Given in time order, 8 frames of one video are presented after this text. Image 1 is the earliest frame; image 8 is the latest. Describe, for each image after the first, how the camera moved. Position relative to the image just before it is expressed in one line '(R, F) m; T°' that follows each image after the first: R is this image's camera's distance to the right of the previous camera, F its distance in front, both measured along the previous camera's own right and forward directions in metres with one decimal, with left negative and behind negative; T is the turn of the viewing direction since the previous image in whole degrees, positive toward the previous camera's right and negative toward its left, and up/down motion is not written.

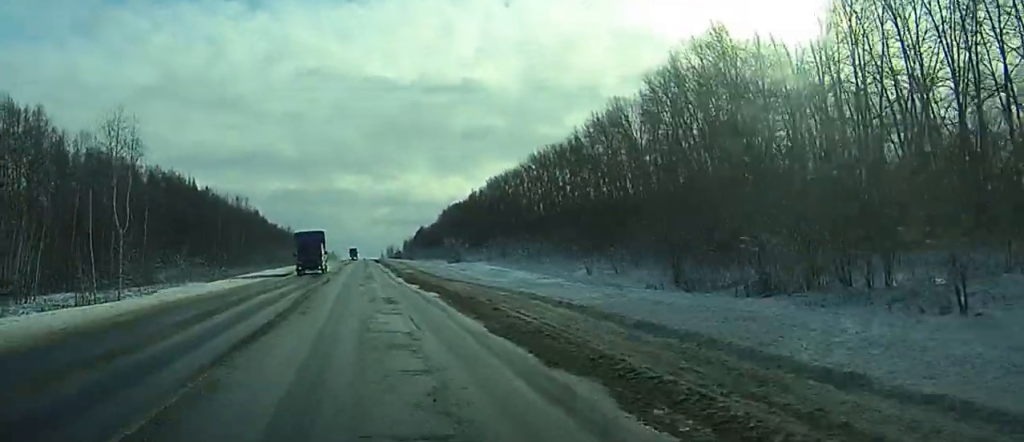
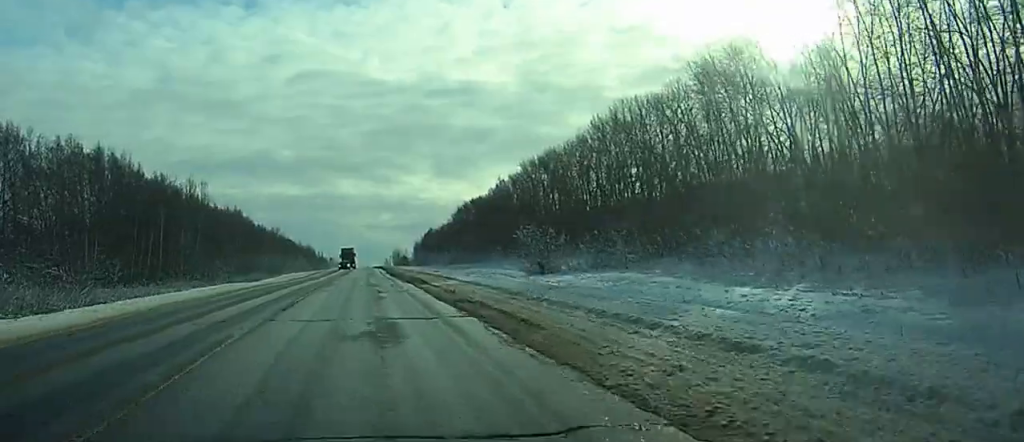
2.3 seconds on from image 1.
(0.0, +65.7) m; +1°
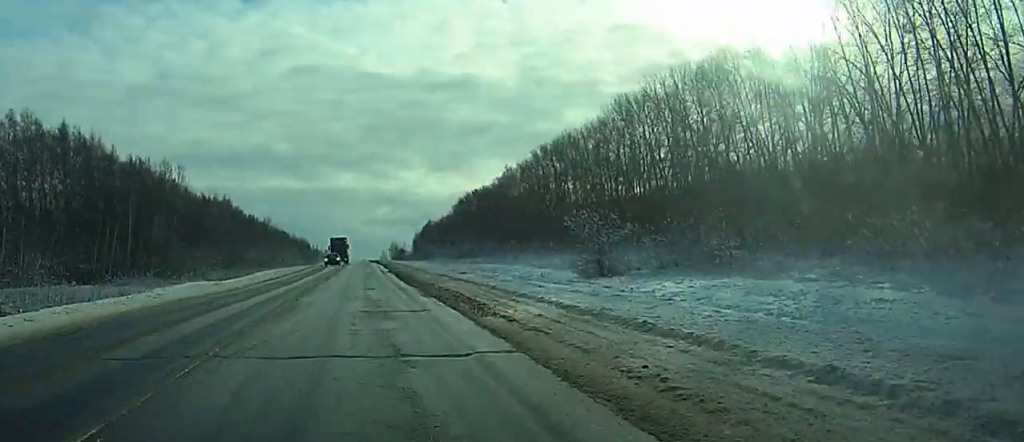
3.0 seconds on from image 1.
(+0.2, +18.8) m; +1°
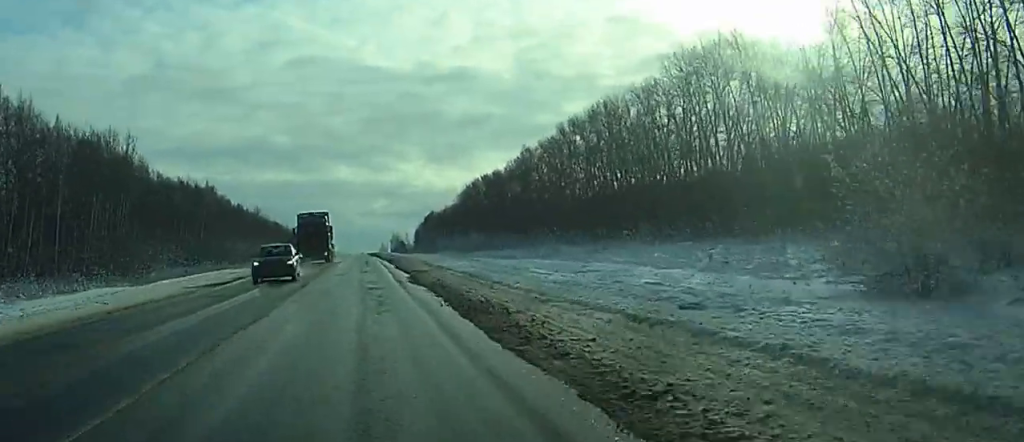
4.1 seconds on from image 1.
(+0.6, +31.8) m; +1°
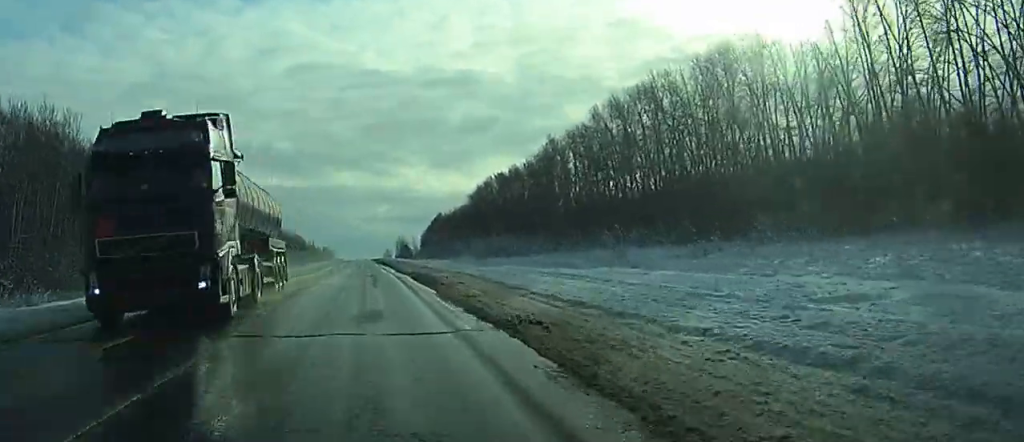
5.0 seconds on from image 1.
(-0.2, +26.2) m; -1°
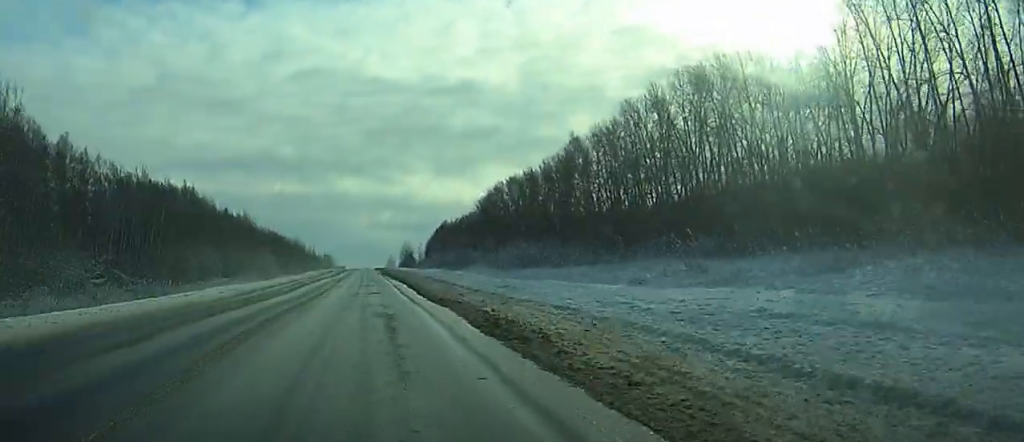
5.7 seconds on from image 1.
(-0.2, +18.7) m; -1°
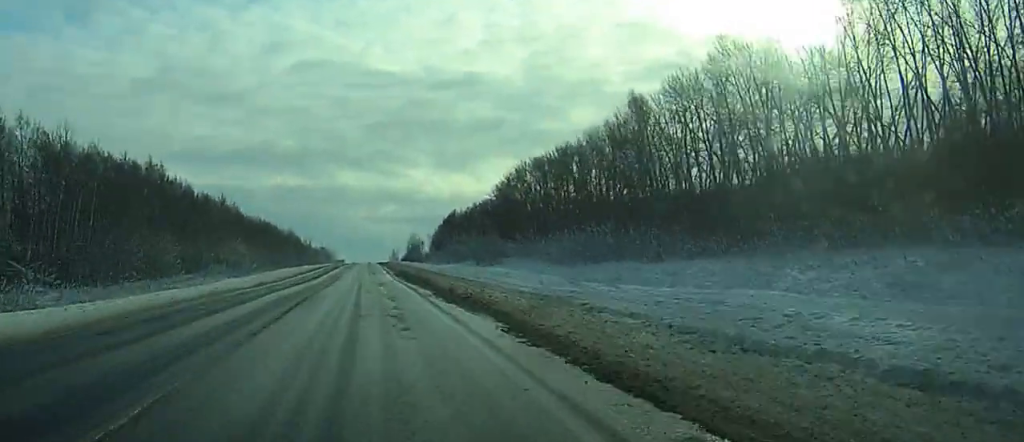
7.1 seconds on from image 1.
(-0.3, +40.5) m; 0°
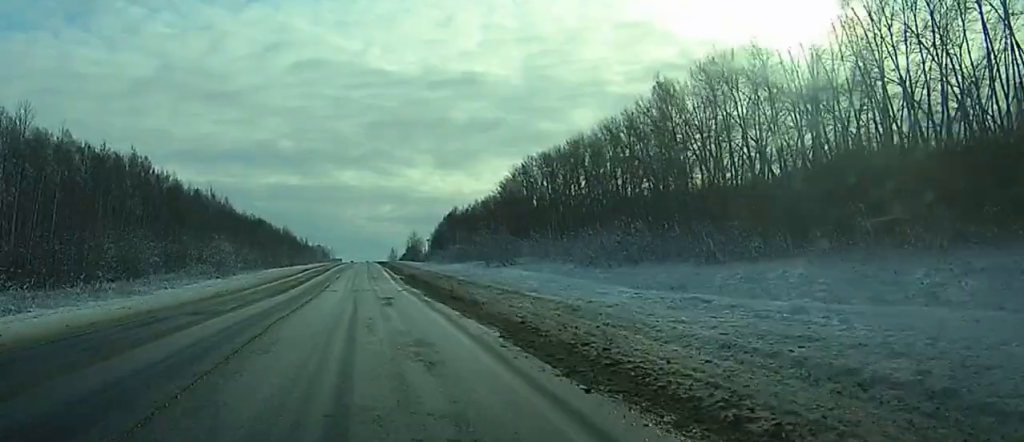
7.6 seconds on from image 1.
(0.0, +13.2) m; 0°
